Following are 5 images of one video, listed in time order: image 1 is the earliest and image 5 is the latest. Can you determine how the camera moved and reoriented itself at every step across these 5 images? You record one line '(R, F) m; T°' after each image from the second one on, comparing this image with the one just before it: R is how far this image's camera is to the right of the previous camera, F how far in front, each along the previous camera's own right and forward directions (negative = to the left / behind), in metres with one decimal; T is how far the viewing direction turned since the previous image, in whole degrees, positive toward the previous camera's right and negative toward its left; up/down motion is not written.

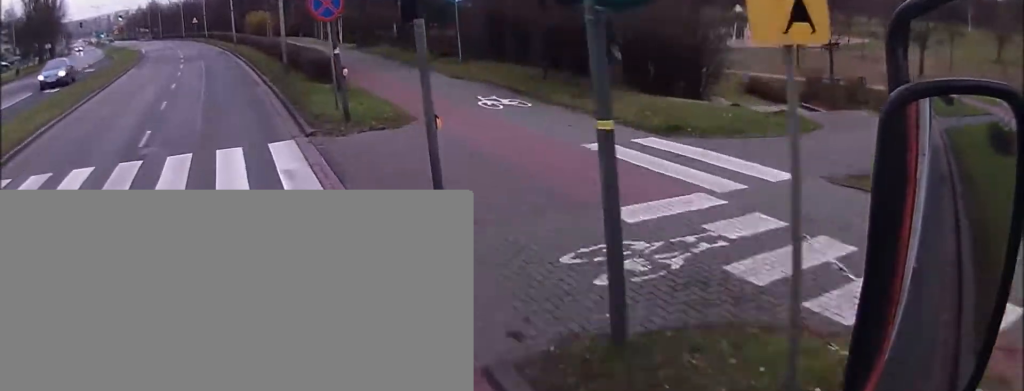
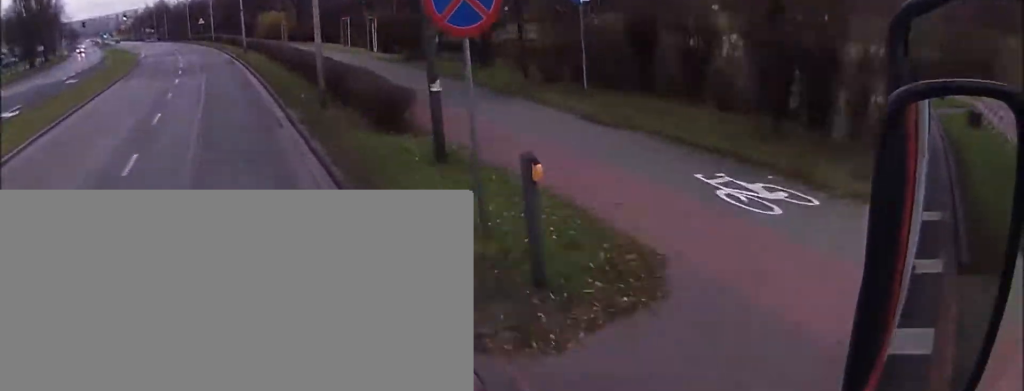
(0.0, +9.7) m; -3°
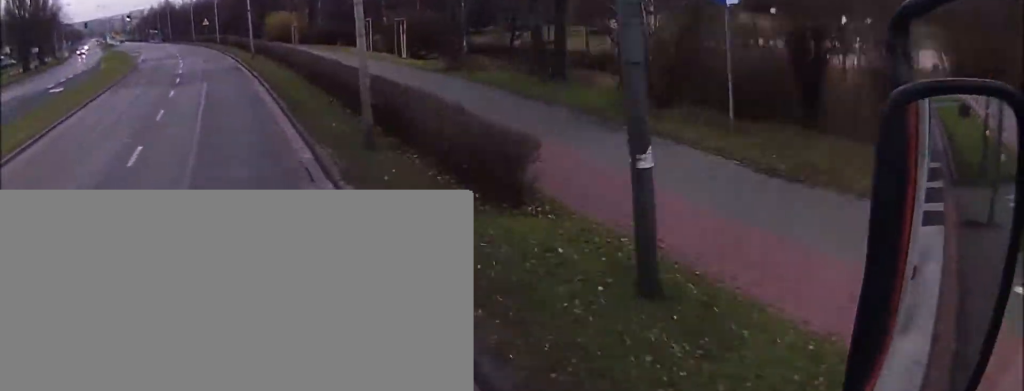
(-0.7, +4.7) m; 0°
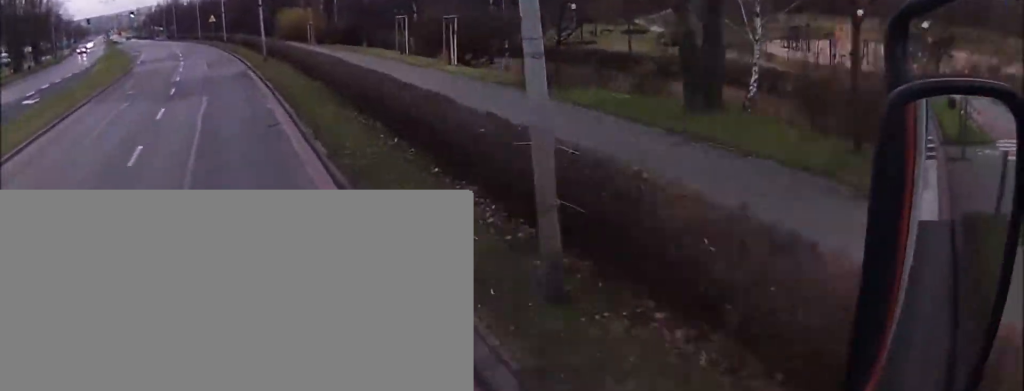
(-0.3, +6.4) m; 0°
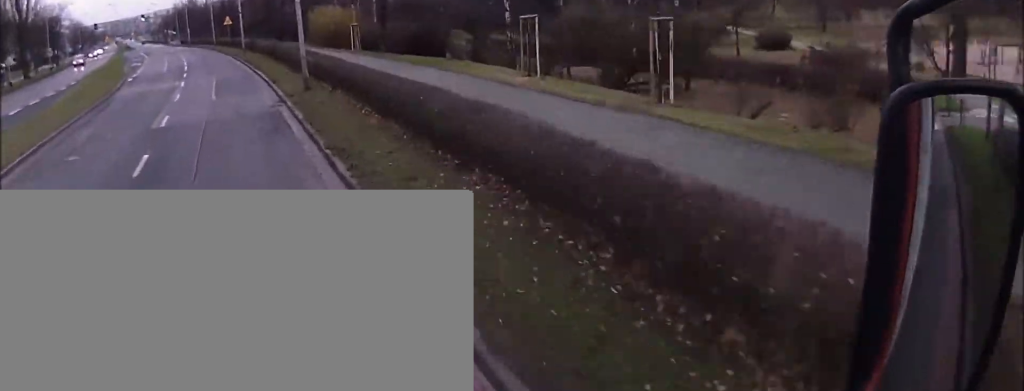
(+1.1, +14.7) m; +4°
